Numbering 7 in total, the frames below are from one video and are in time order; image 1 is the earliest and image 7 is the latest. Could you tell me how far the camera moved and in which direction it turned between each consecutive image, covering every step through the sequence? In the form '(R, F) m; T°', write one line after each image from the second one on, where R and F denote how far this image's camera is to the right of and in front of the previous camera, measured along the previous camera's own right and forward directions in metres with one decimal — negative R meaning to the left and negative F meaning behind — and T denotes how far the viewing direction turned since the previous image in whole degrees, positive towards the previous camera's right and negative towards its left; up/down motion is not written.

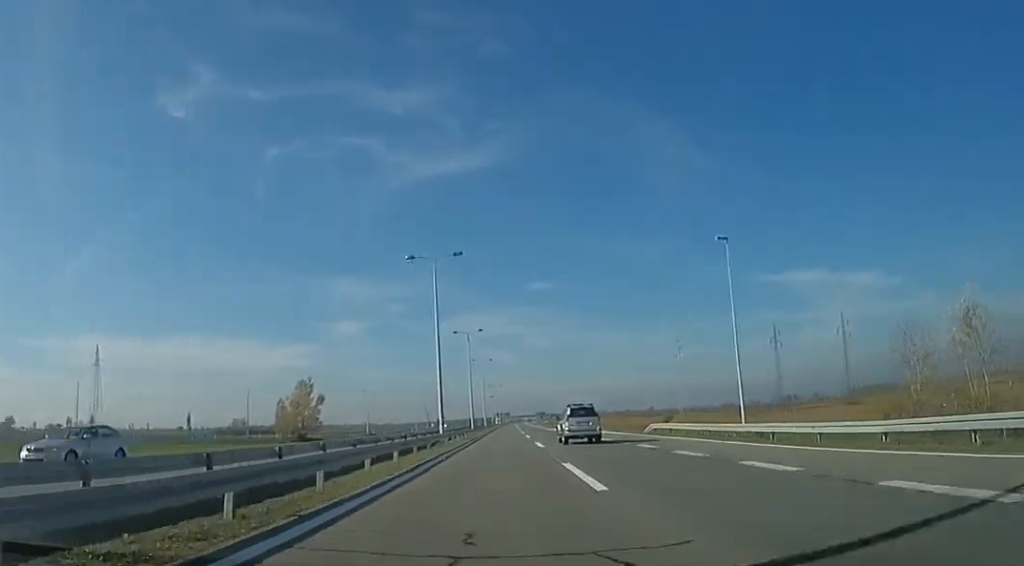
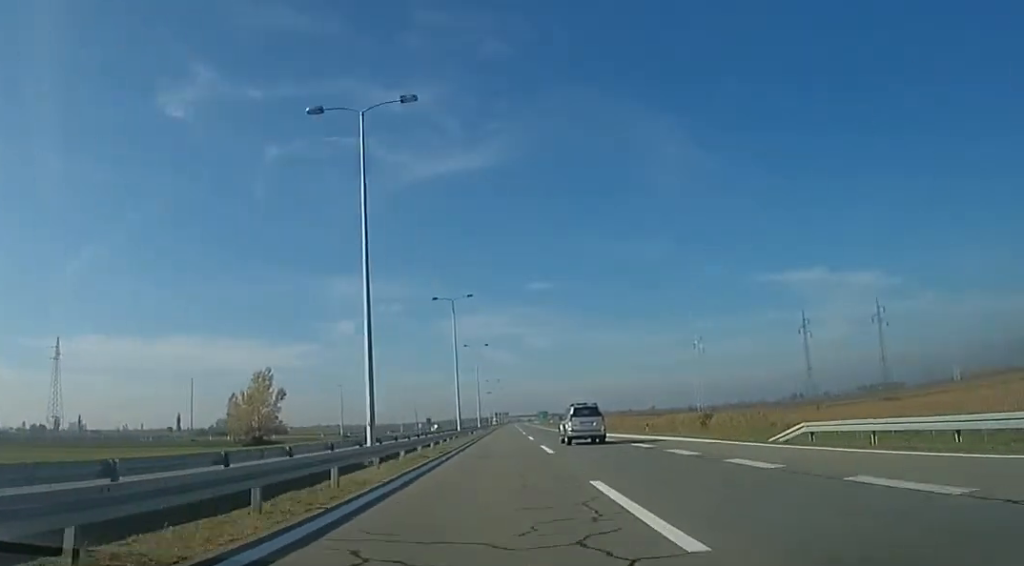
(0.0, +23.2) m; 0°
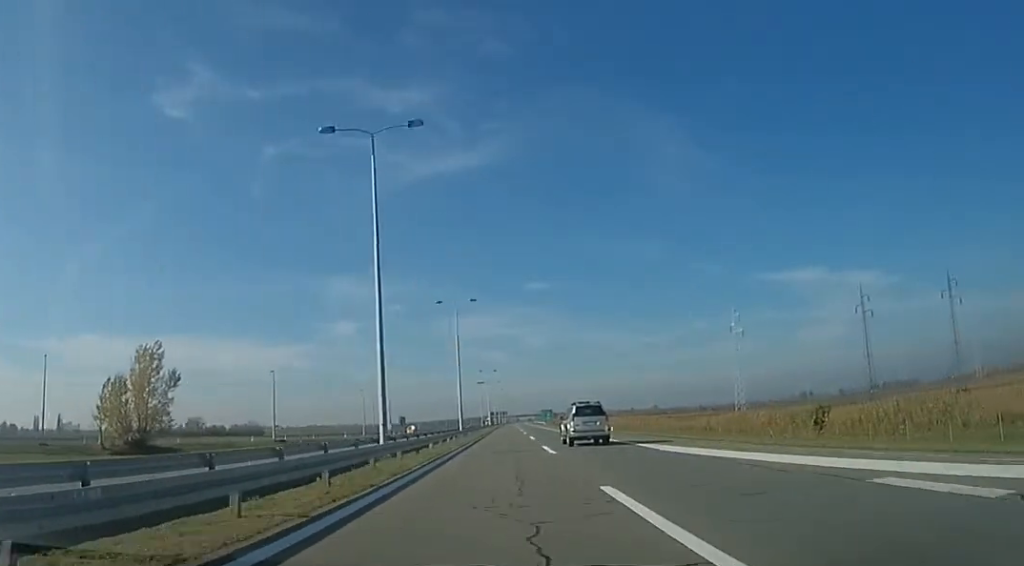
(0.0, +36.6) m; +2°
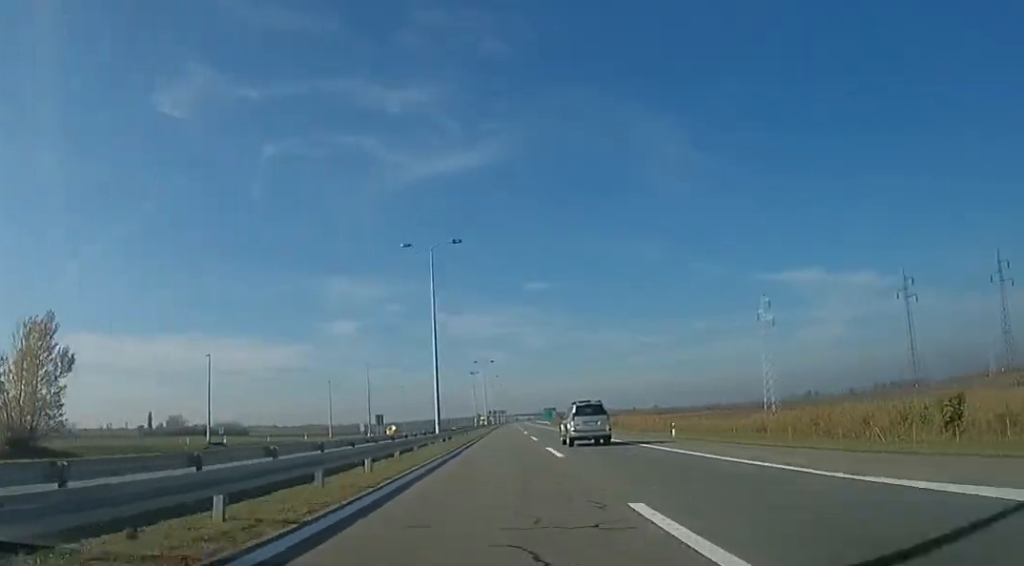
(+0.7, +20.6) m; 0°
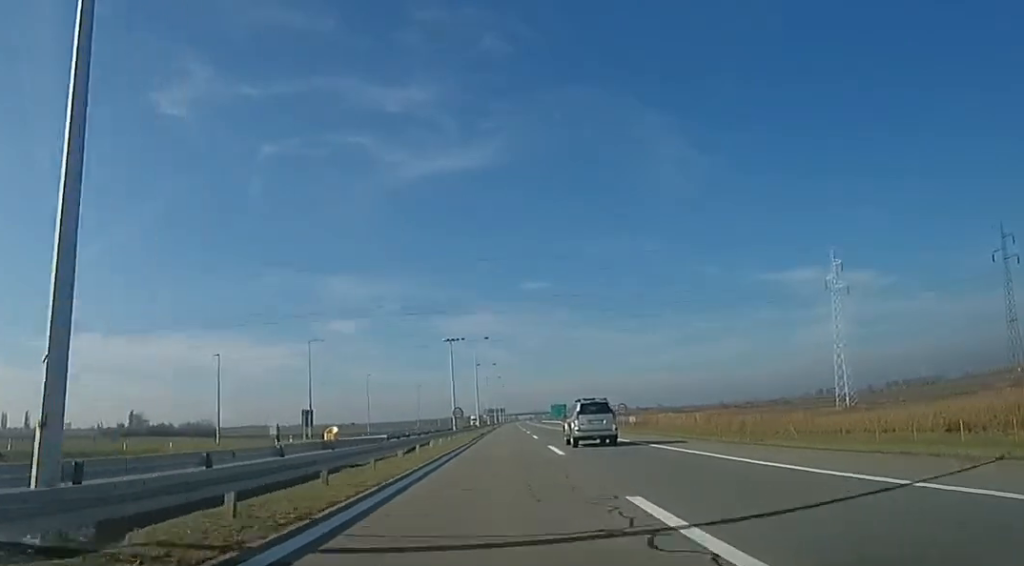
(-0.7, +35.8) m; 0°
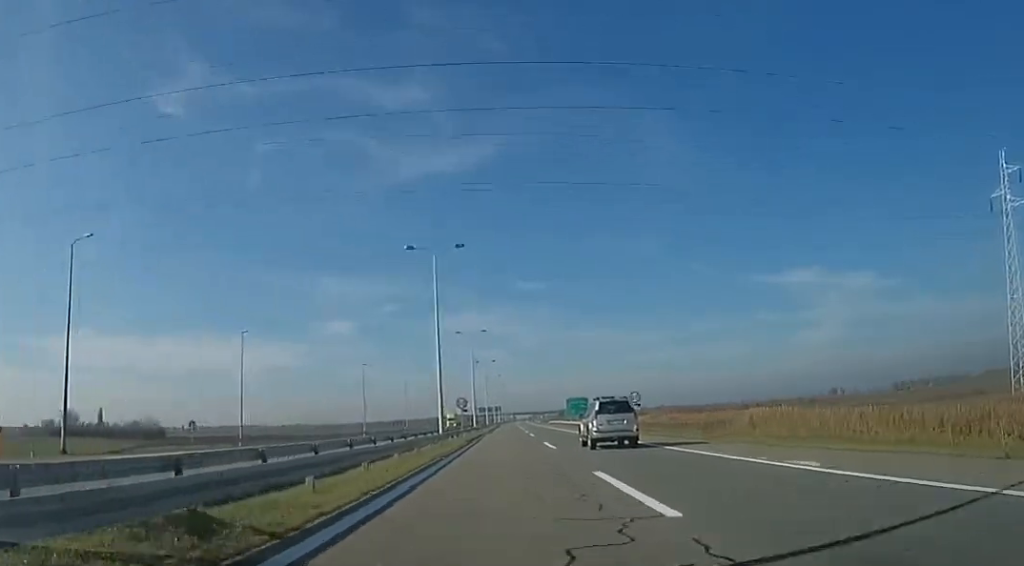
(+0.7, +49.5) m; 0°
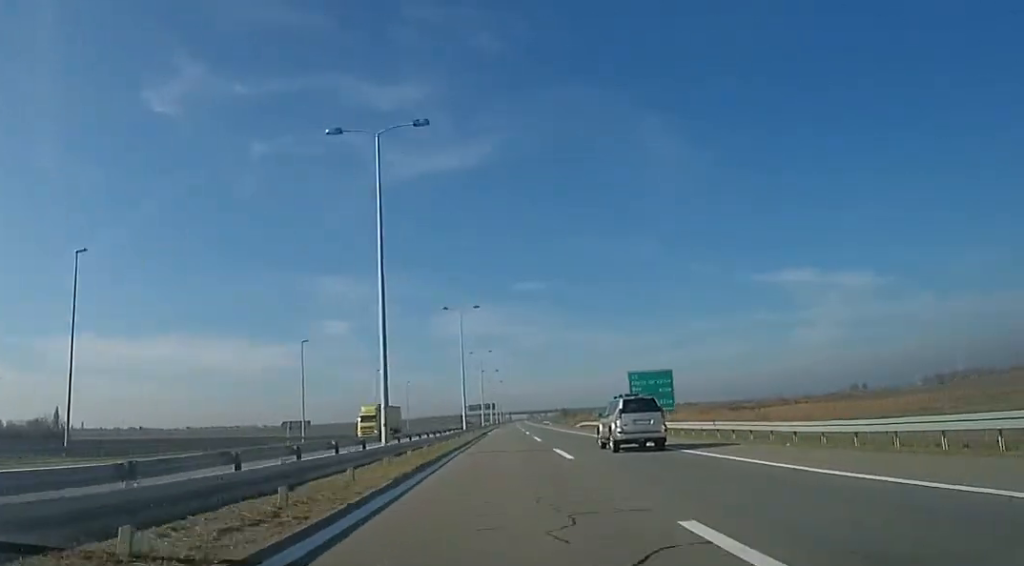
(+0.2, +61.5) m; 0°
